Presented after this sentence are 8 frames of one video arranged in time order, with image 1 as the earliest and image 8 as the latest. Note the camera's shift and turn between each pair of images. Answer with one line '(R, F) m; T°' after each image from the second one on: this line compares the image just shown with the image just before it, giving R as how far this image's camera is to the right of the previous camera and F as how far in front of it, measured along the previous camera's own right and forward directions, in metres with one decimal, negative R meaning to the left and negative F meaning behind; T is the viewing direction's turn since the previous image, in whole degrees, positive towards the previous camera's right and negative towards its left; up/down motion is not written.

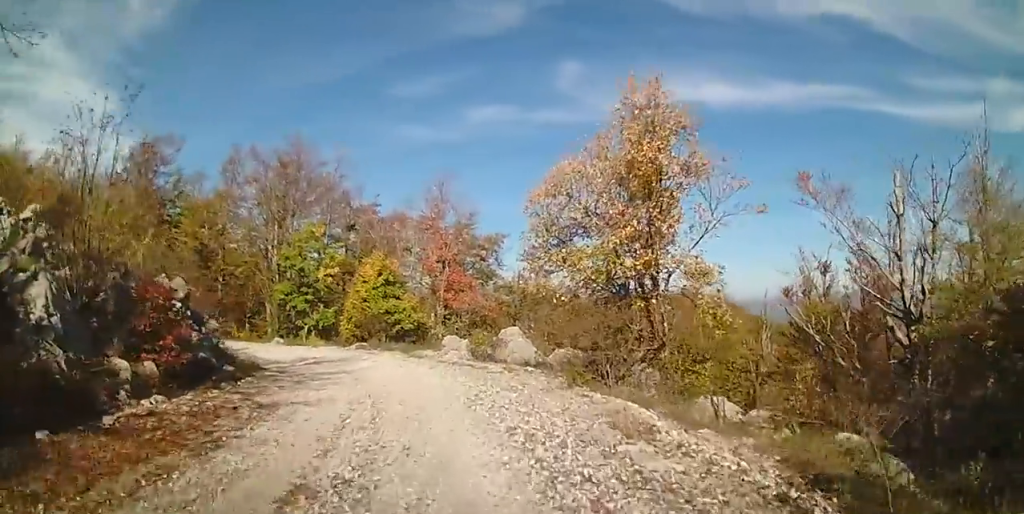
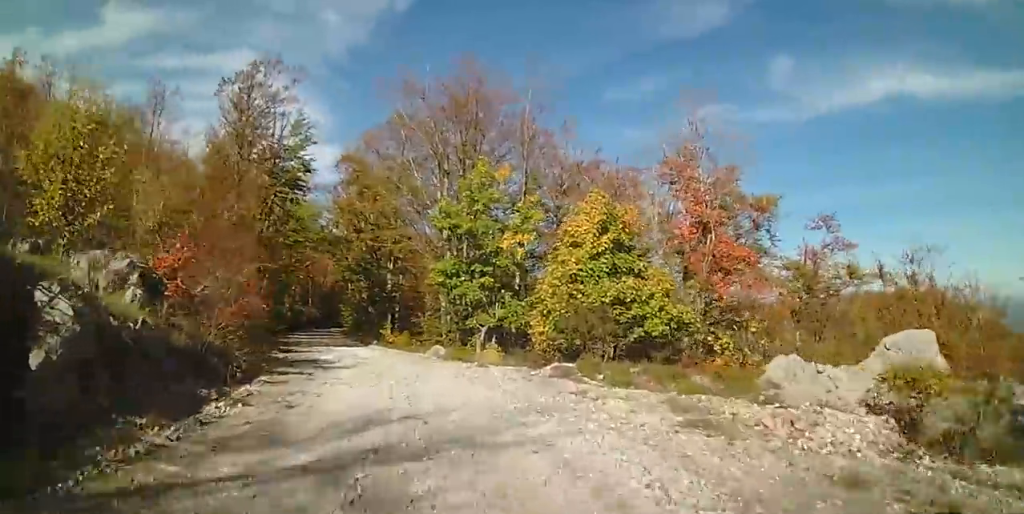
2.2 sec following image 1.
(-2.0, +14.4) m; -11°
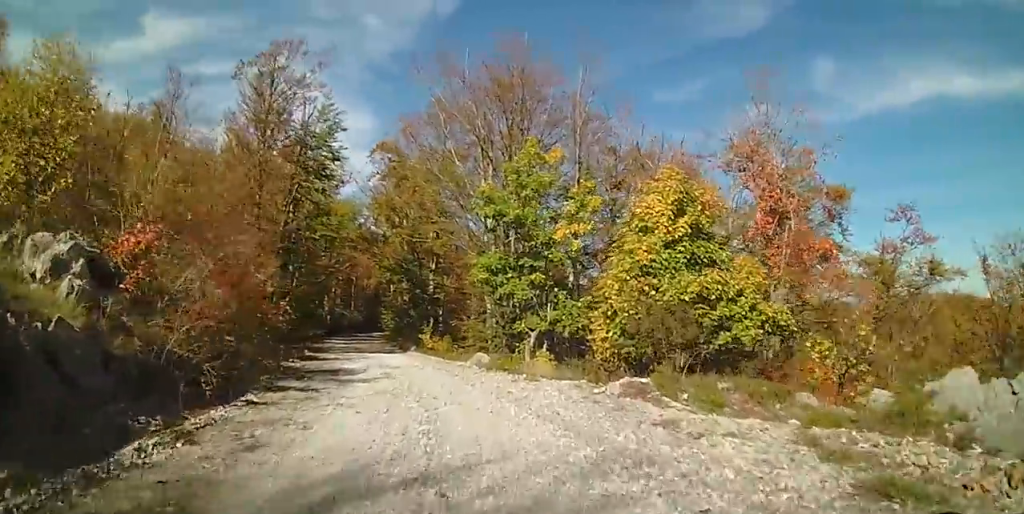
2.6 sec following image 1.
(+0.1, +2.8) m; -5°
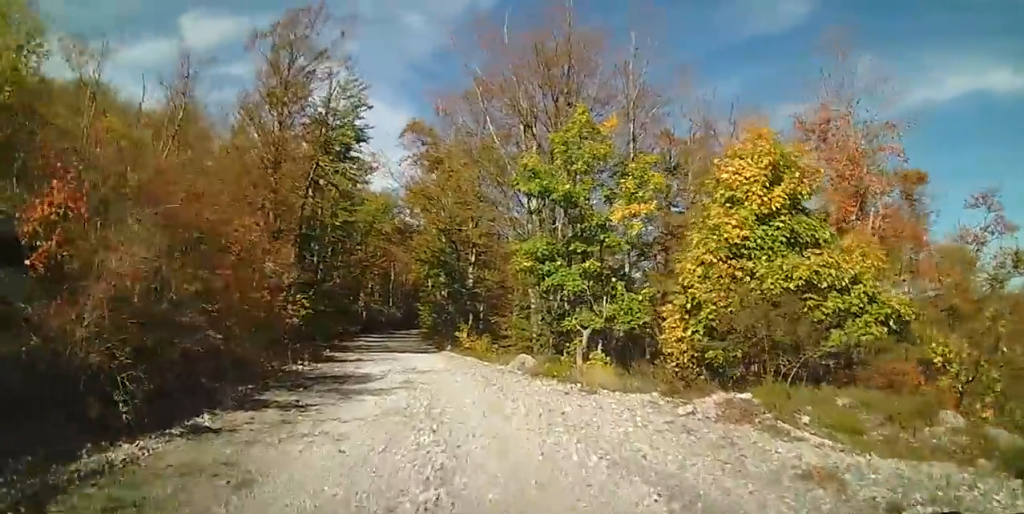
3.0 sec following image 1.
(+0.3, +2.8) m; -5°
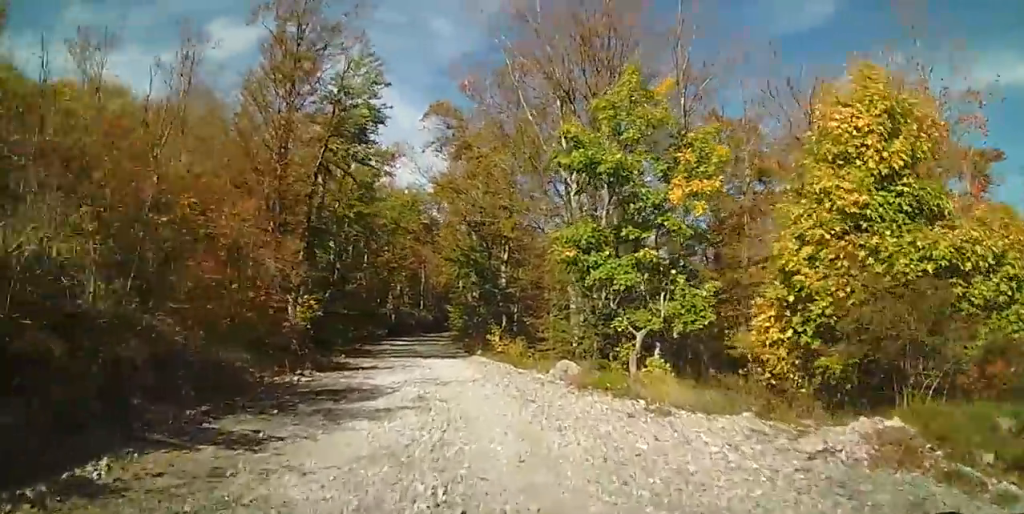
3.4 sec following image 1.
(-0.5, +2.7) m; -5°
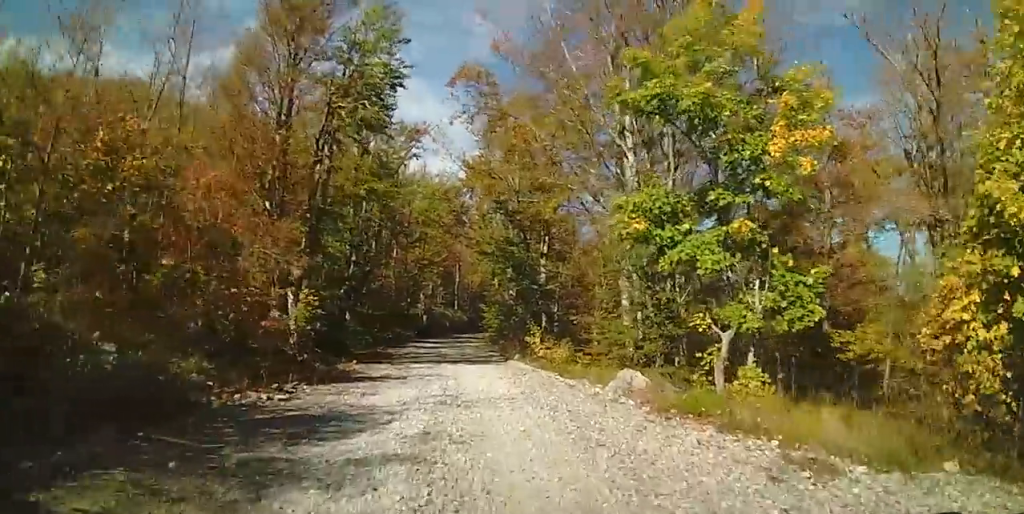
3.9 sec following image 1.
(-0.4, +3.4) m; -6°
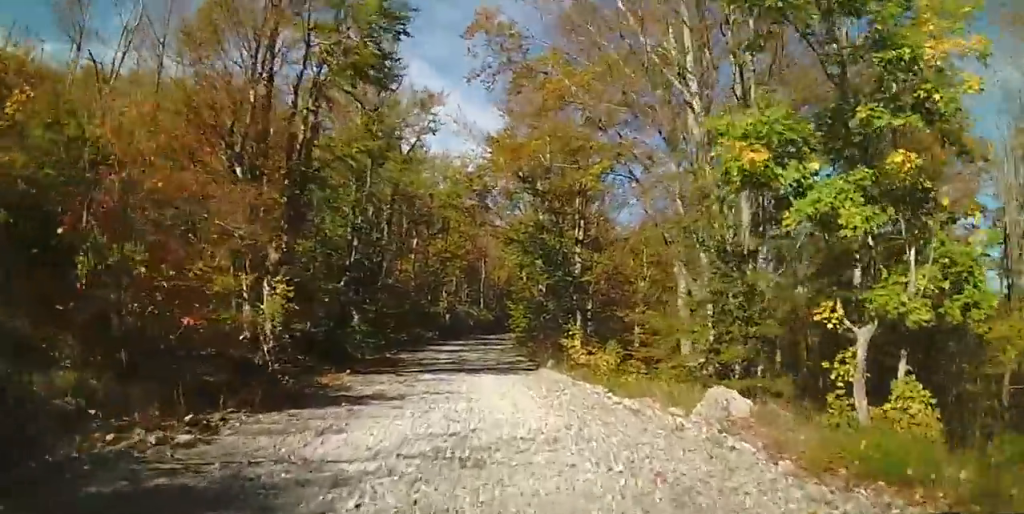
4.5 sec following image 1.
(-0.1, +3.7) m; -1°
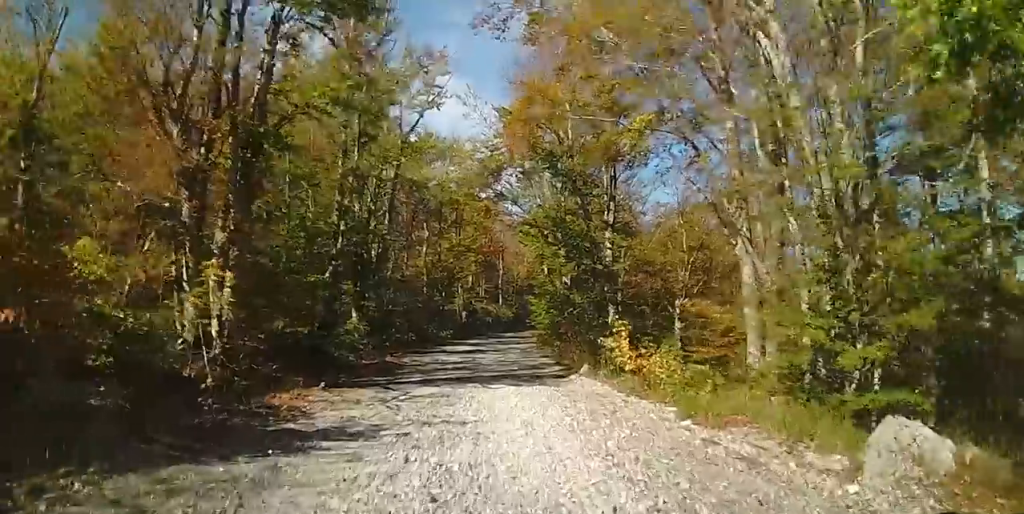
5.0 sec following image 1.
(0.0, +3.5) m; 0°
